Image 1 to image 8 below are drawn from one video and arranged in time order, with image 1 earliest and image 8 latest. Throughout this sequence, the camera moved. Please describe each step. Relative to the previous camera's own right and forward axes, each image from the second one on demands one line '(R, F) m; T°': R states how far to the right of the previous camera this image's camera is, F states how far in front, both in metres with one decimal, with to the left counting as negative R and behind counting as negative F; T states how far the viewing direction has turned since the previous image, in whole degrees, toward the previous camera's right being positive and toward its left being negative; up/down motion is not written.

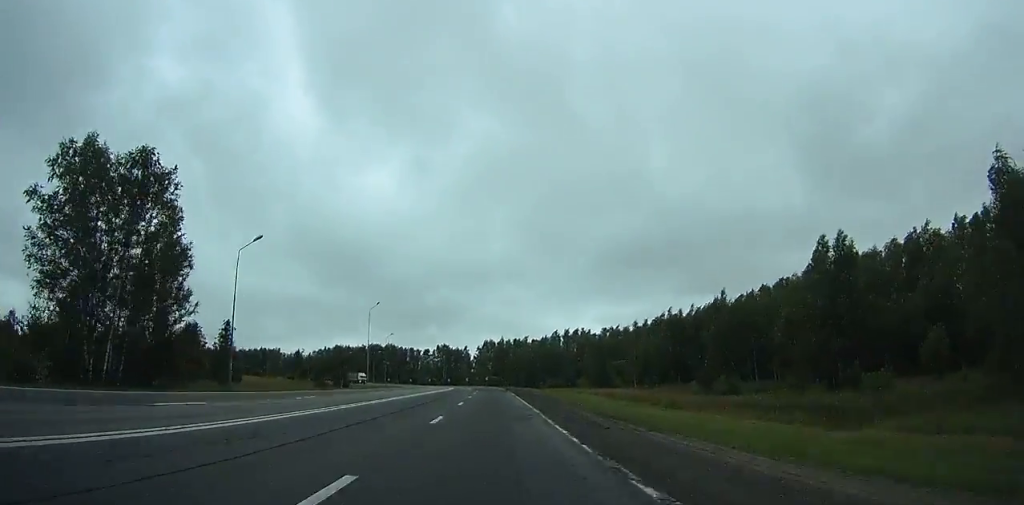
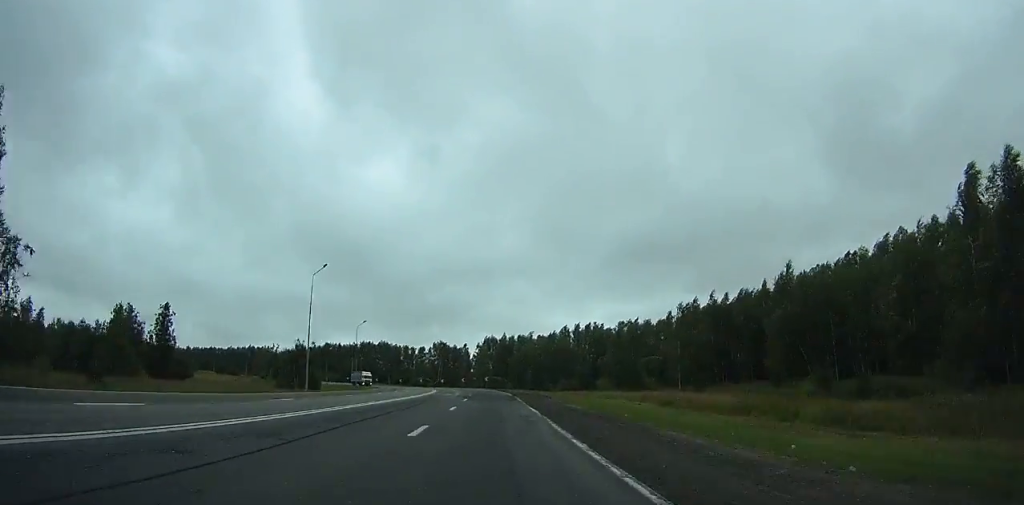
(+0.7, +25.8) m; +1°
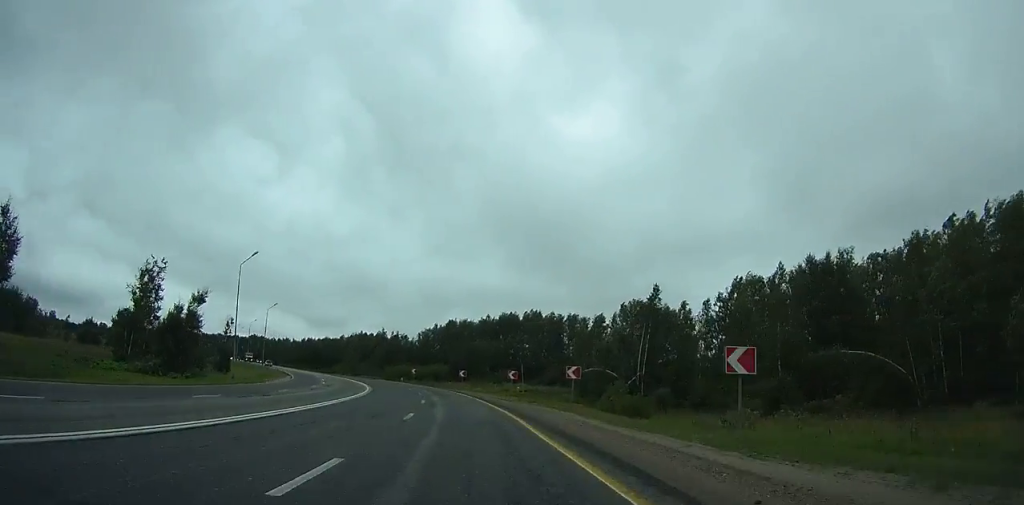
(-15.2, +136.4) m; -18°
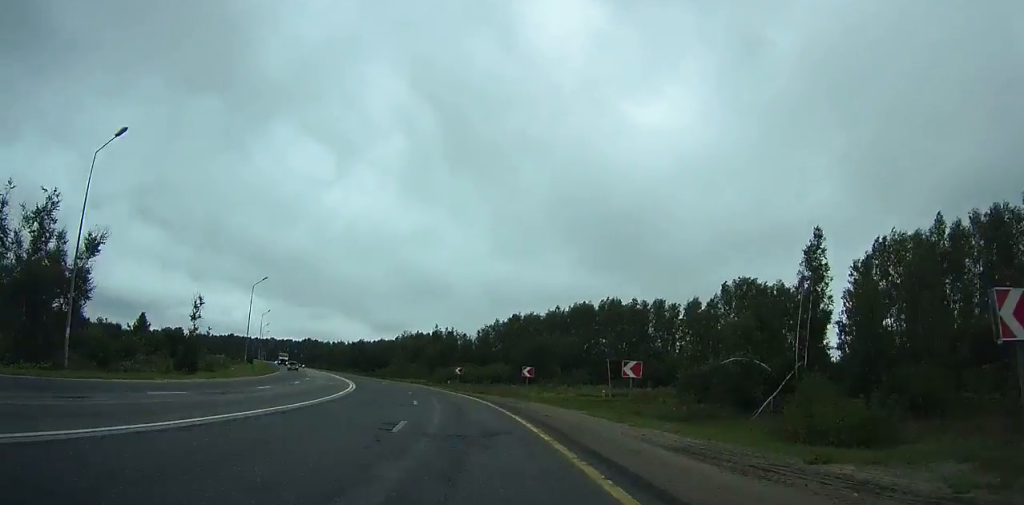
(+0.3, +28.8) m; -6°
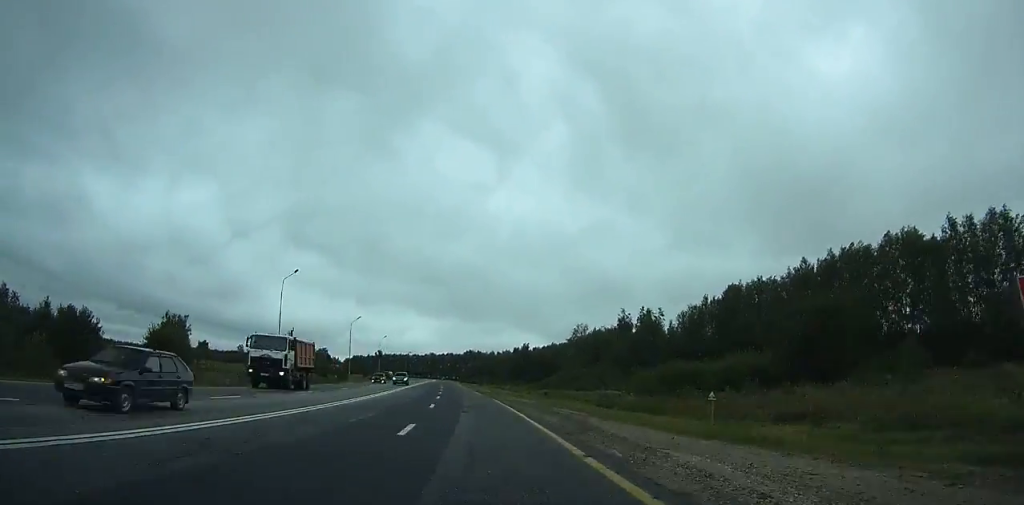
(-8.3, +61.6) m; -14°
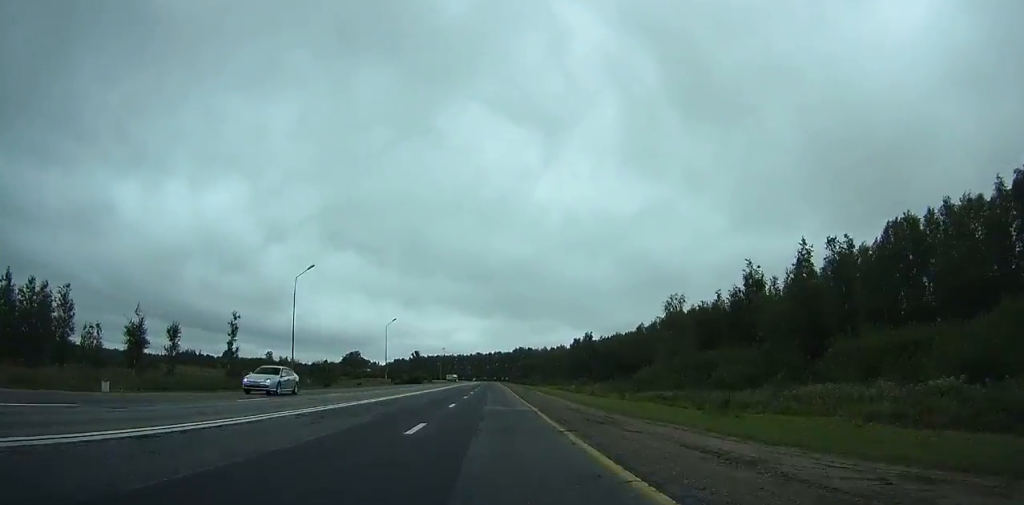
(-5.1, +49.2) m; -6°
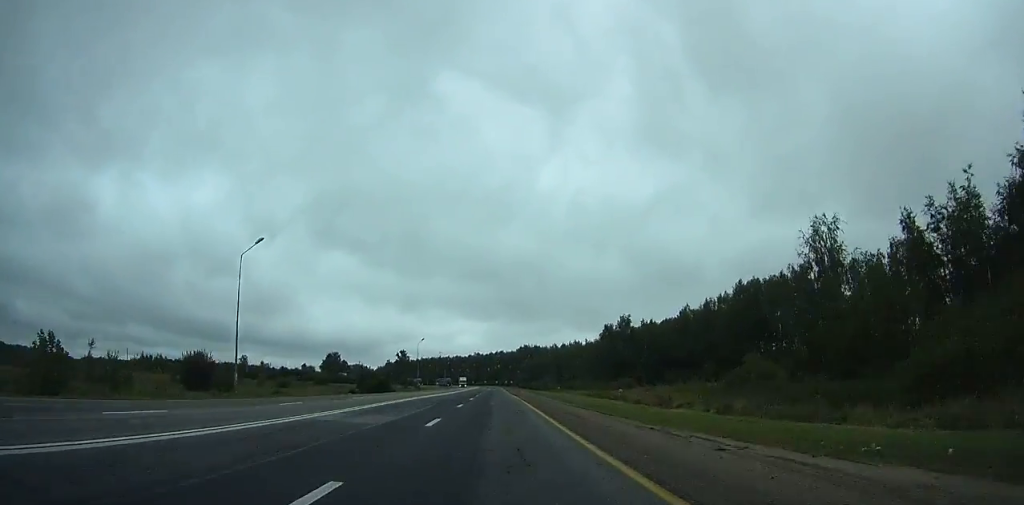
(-1.5, +56.7) m; -2°
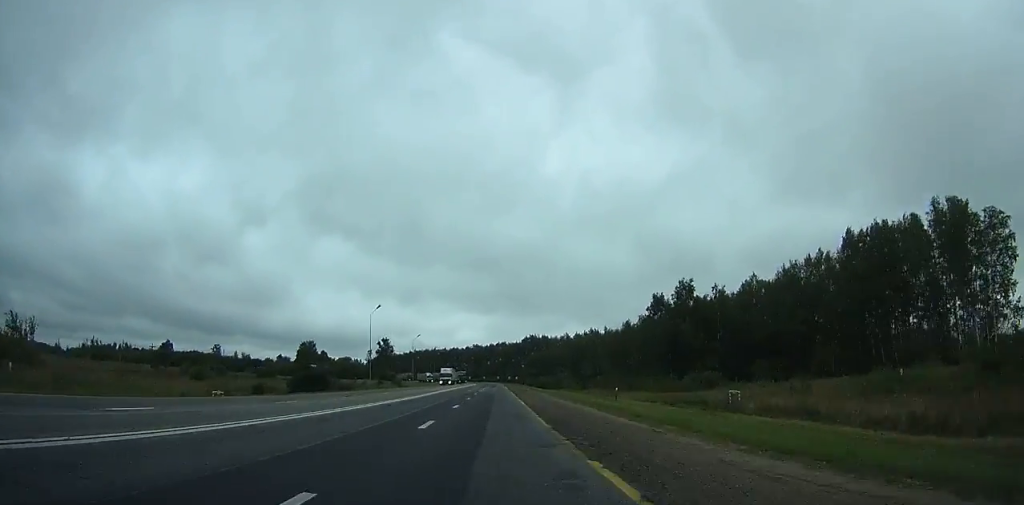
(-0.1, +49.8) m; 0°
